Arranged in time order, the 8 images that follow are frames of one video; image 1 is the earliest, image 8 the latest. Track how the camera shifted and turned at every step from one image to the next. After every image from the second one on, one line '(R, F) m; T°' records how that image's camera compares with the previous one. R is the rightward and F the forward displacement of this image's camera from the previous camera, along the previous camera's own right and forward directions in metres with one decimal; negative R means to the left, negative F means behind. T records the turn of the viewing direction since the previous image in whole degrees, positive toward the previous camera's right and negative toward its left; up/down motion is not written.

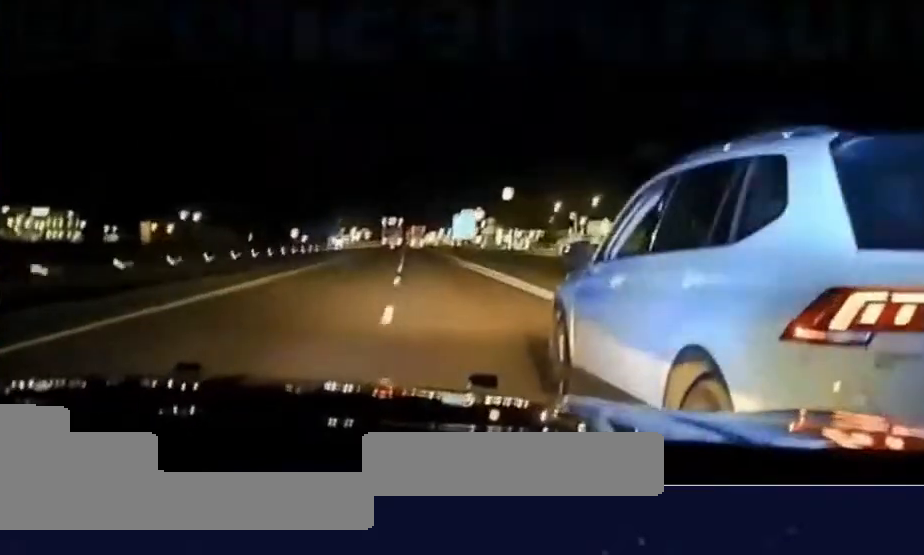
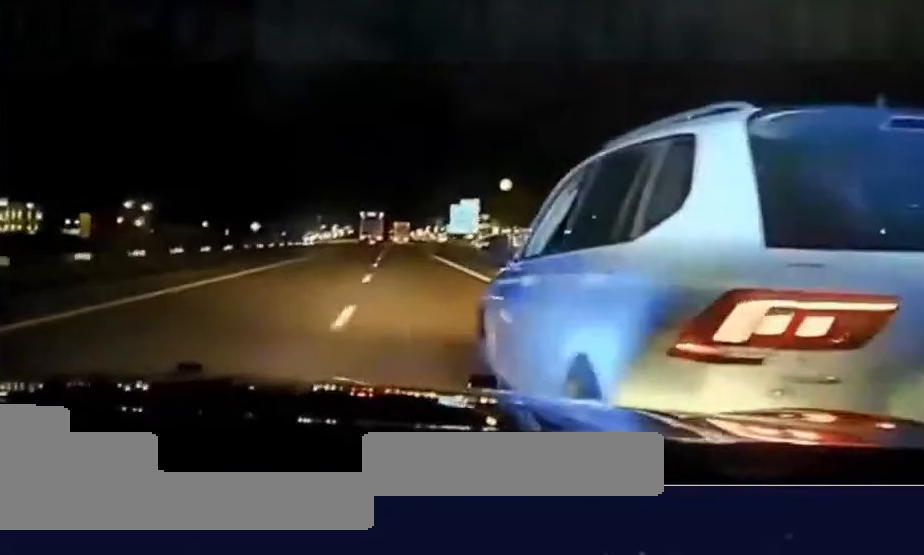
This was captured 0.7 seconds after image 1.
(+0.4, +40.7) m; 0°
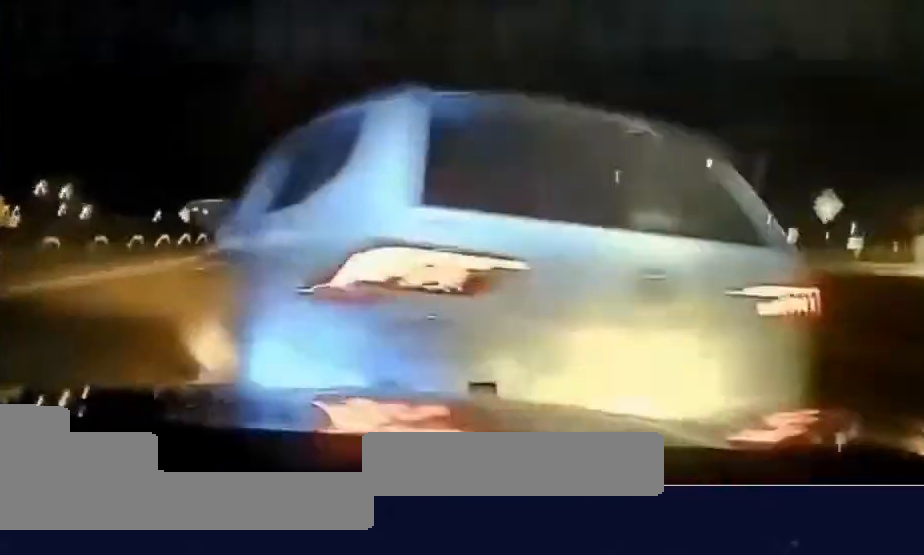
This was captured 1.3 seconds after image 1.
(+0.3, +34.6) m; 0°
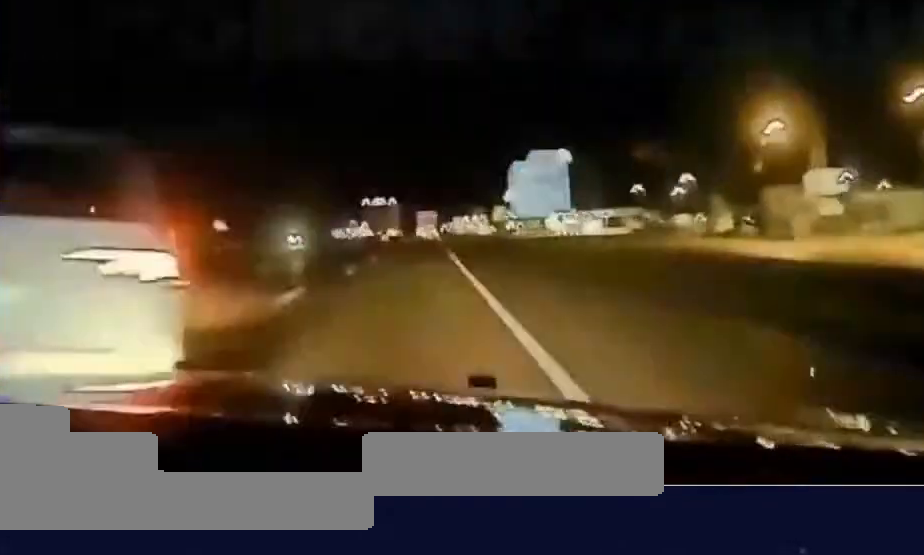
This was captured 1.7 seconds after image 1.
(-0.2, +21.7) m; 0°
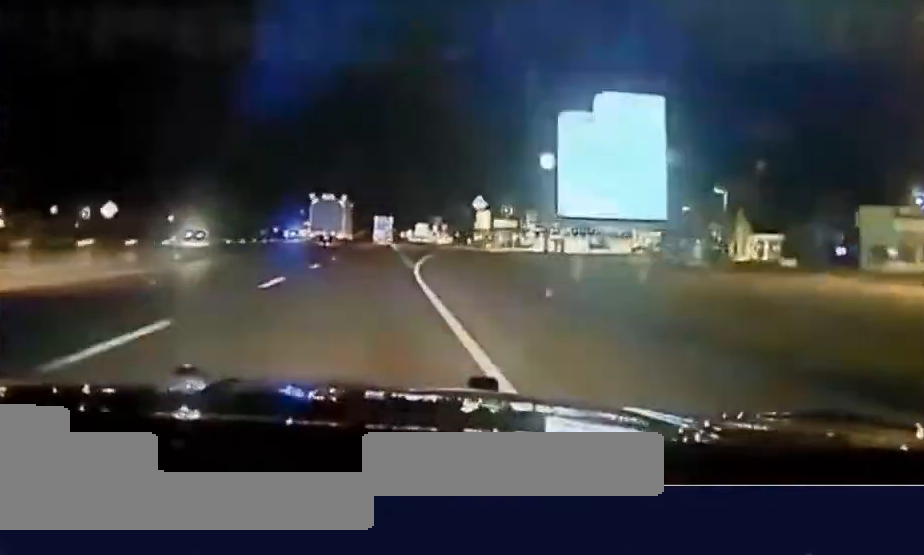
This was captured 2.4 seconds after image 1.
(-0.1, +31.5) m; 0°
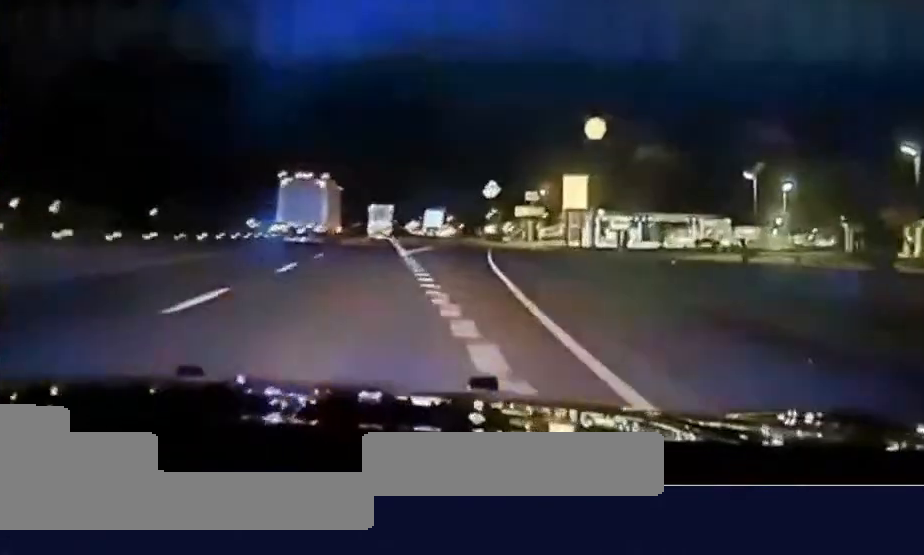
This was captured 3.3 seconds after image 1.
(+0.2, +38.2) m; +1°
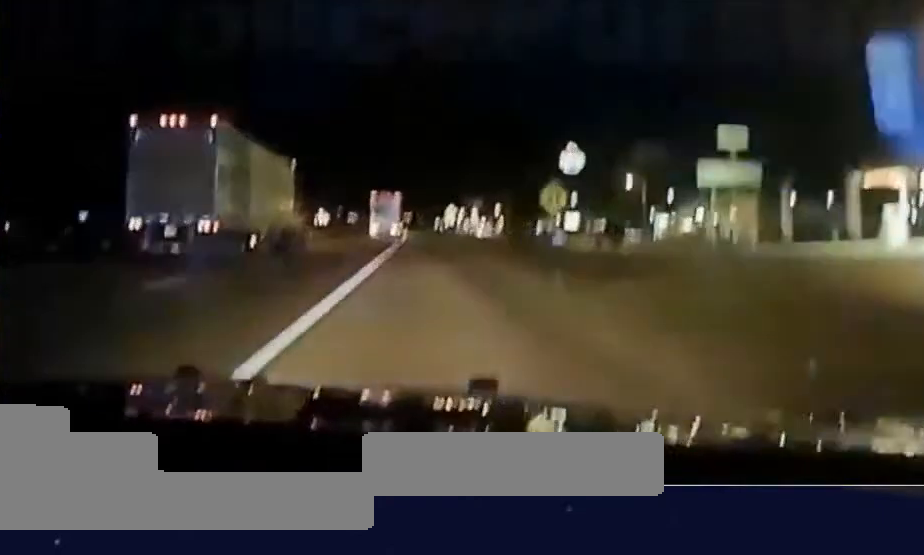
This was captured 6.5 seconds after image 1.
(-0.2, +117.4) m; 0°
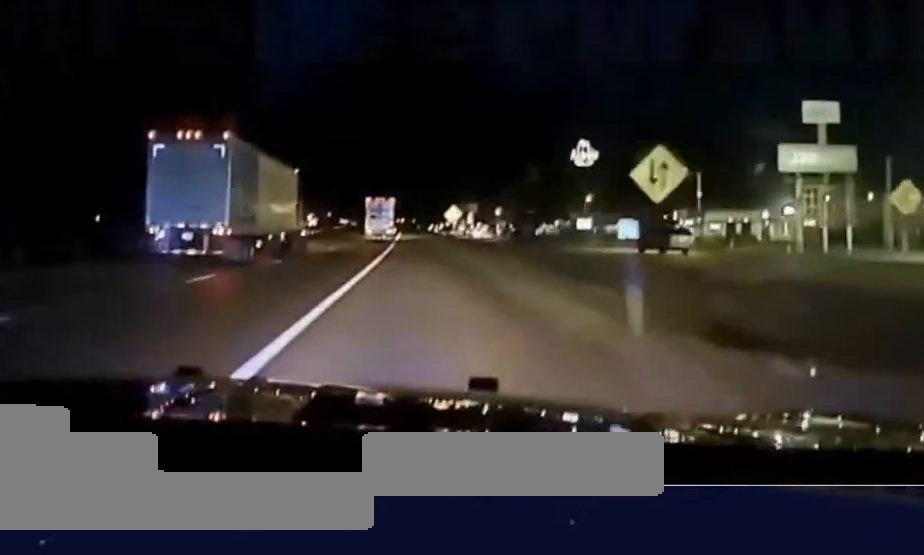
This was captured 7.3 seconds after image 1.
(+0.1, +18.1) m; +1°
